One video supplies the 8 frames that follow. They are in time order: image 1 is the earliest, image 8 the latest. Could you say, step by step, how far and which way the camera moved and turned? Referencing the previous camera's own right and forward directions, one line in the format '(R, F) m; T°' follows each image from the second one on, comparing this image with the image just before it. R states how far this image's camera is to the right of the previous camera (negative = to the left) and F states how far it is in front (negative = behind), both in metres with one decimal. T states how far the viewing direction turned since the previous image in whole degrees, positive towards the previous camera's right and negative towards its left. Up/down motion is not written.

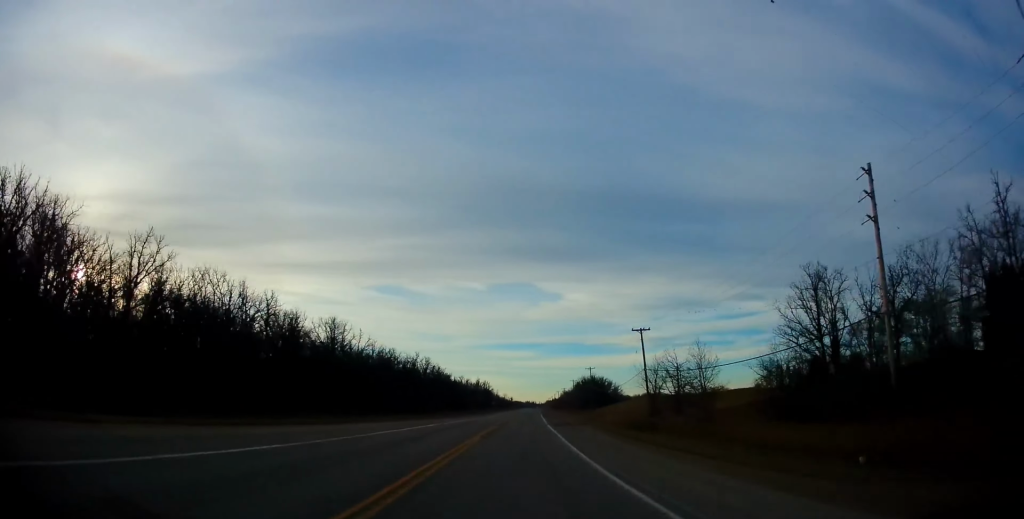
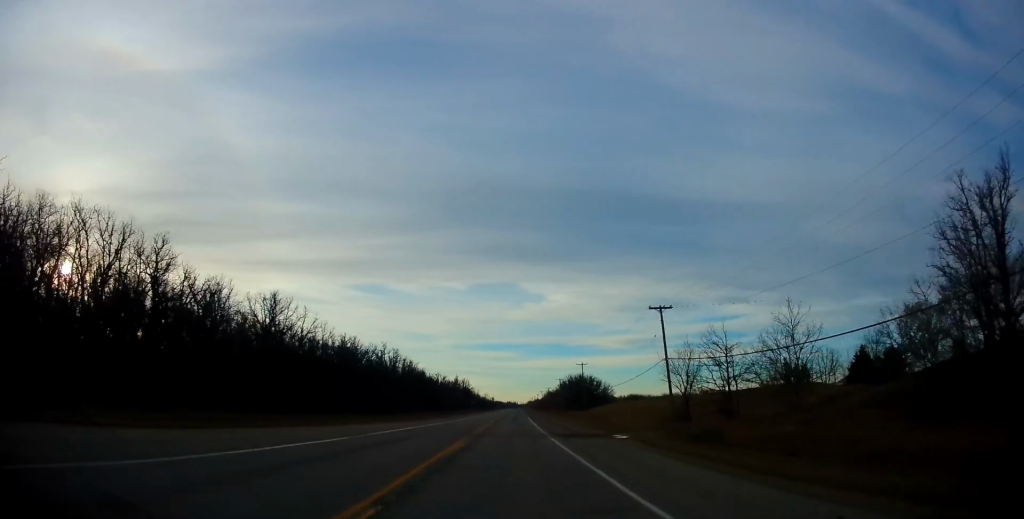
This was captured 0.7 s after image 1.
(+0.2, +18.8) m; +1°
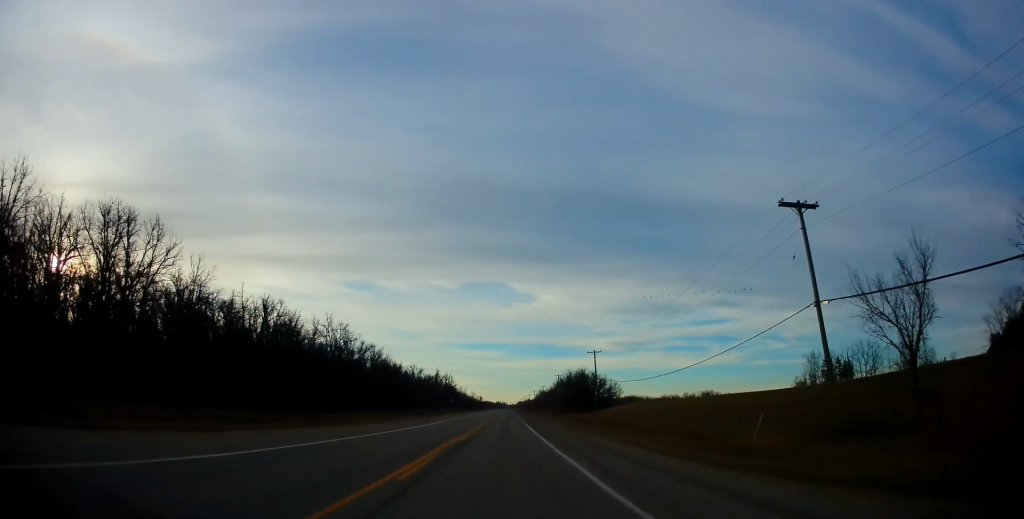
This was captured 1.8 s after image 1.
(+0.6, +31.2) m; +1°
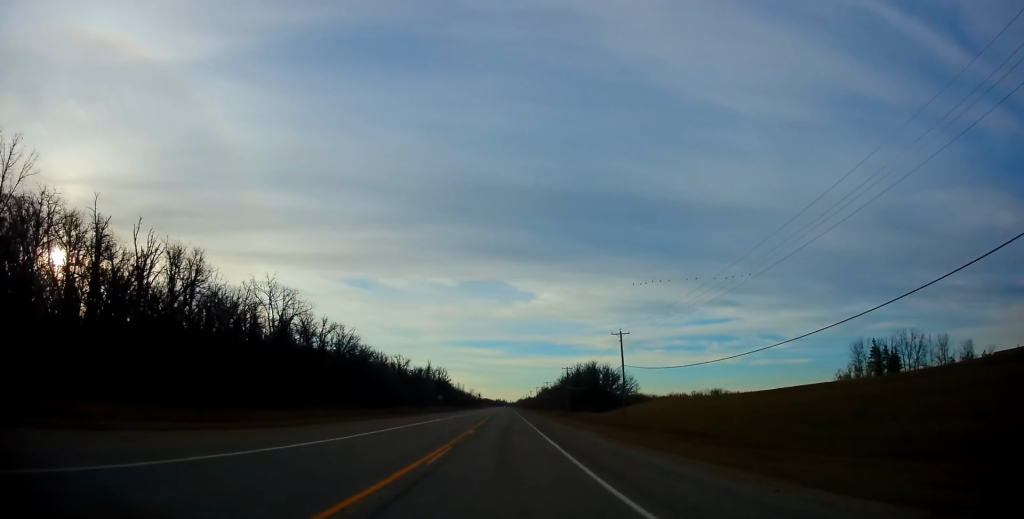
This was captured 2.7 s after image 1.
(+0.1, +22.1) m; 0°
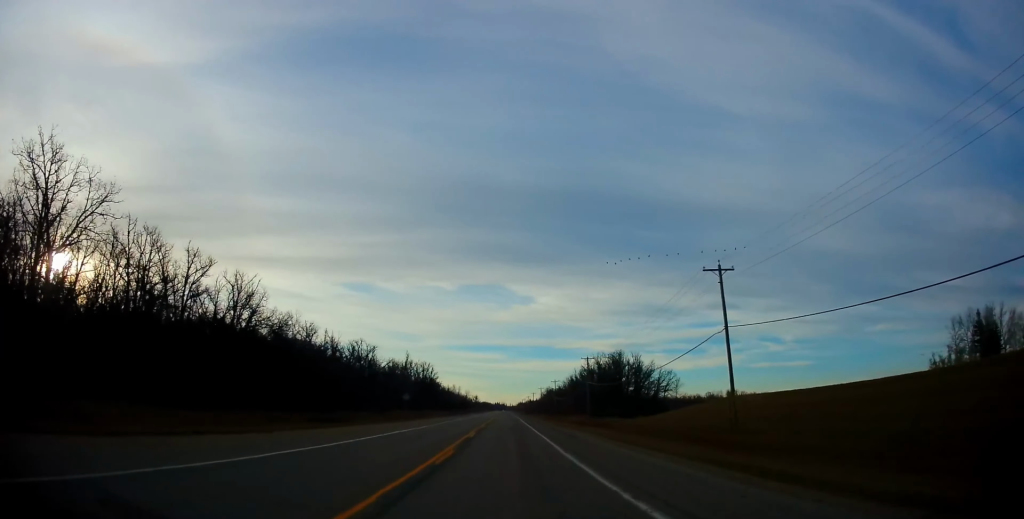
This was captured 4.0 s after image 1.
(0.0, +36.3) m; 0°
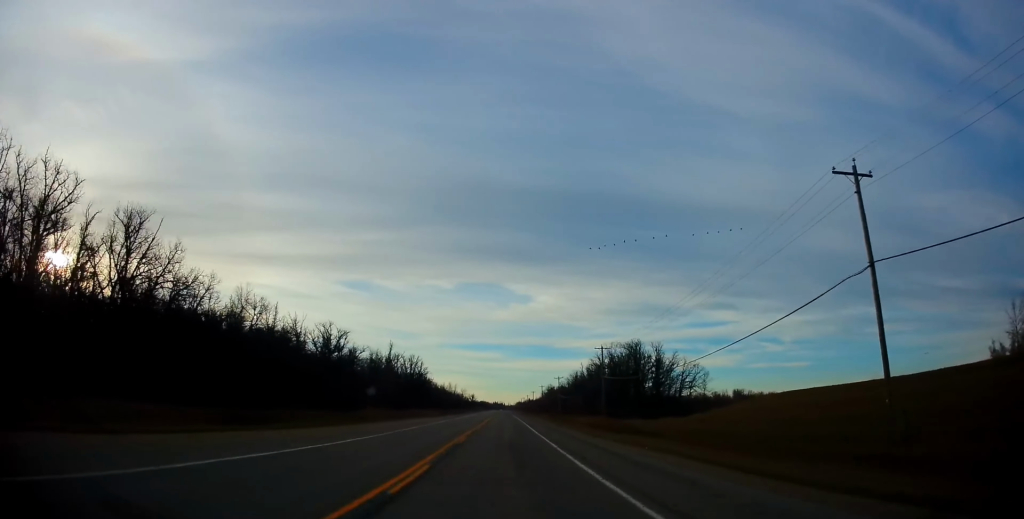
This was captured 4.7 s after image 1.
(-0.1, +17.7) m; 0°
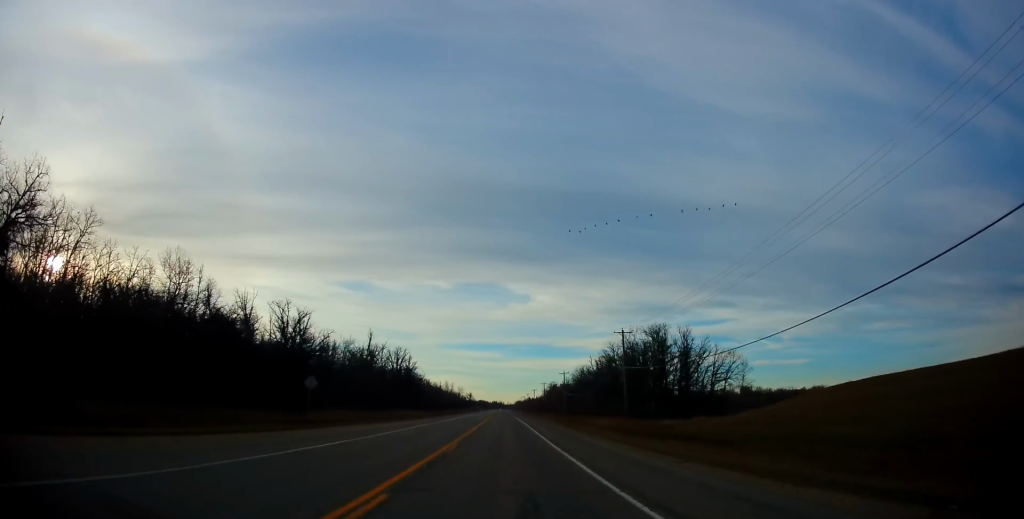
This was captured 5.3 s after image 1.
(+0.1, +16.6) m; 0°
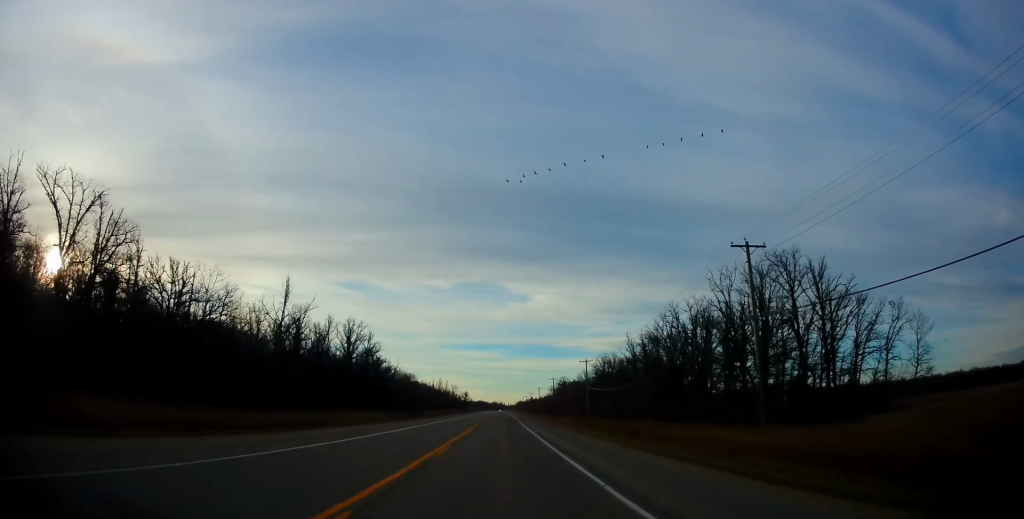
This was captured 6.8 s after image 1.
(-0.3, +38.0) m; 0°
